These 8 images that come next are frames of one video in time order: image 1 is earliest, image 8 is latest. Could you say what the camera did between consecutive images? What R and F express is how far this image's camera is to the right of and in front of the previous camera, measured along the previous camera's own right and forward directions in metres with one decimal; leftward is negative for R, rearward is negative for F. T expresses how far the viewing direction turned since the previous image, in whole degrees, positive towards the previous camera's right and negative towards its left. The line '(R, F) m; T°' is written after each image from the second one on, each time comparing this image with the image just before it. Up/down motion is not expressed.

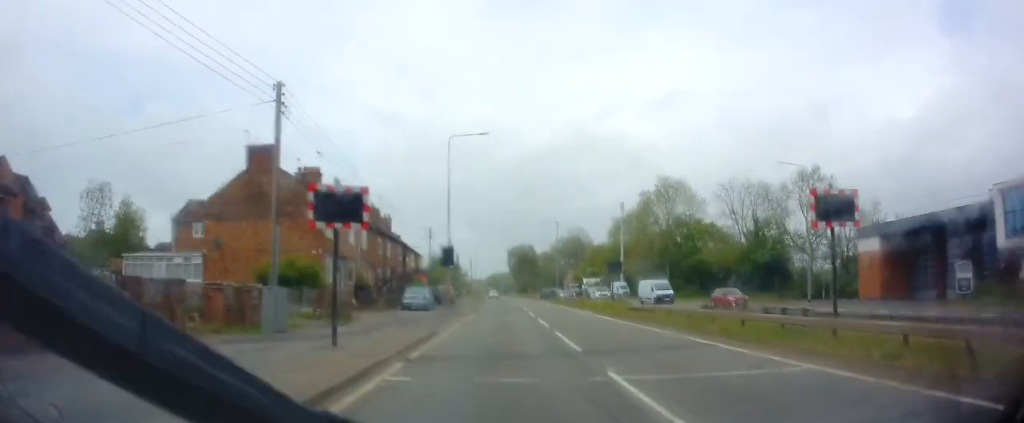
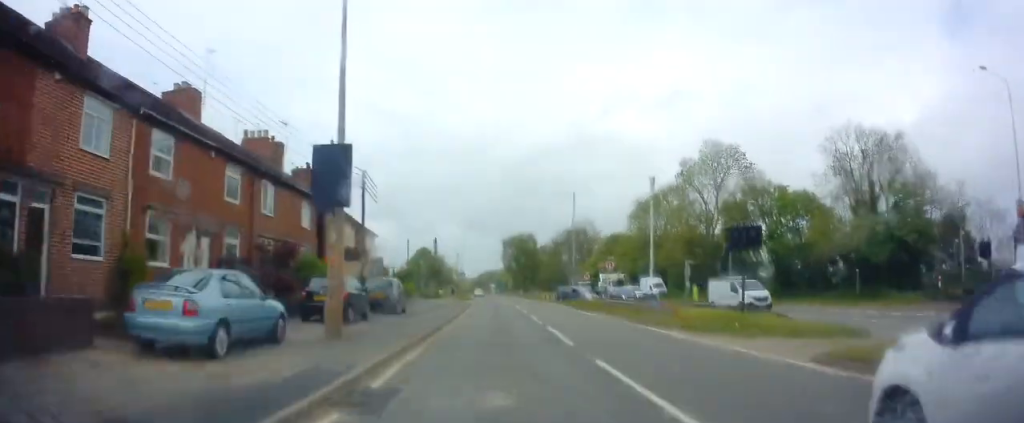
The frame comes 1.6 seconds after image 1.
(-0.4, +25.6) m; 0°
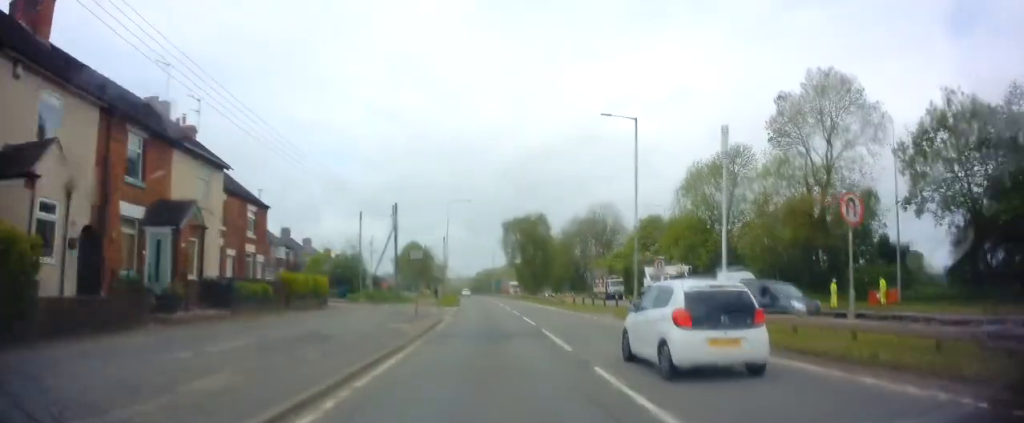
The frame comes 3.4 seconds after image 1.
(+0.3, +28.0) m; 0°
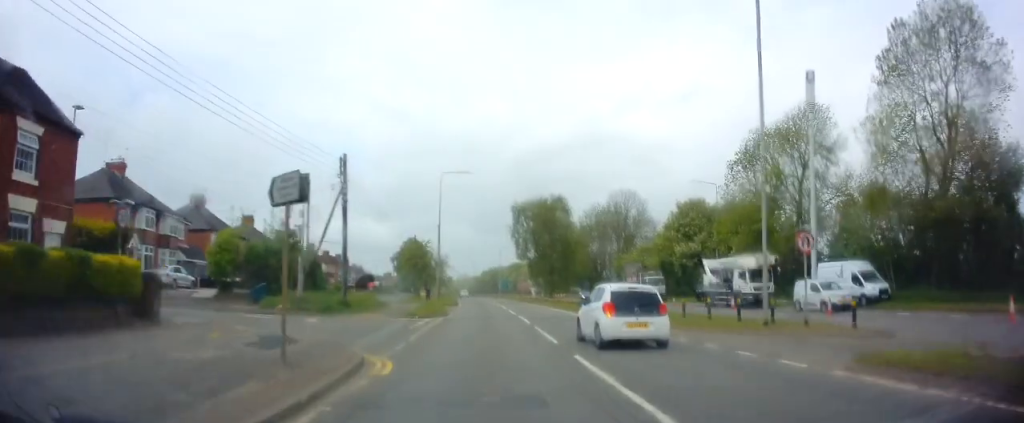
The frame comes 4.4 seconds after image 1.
(-0.1, +16.4) m; -1°
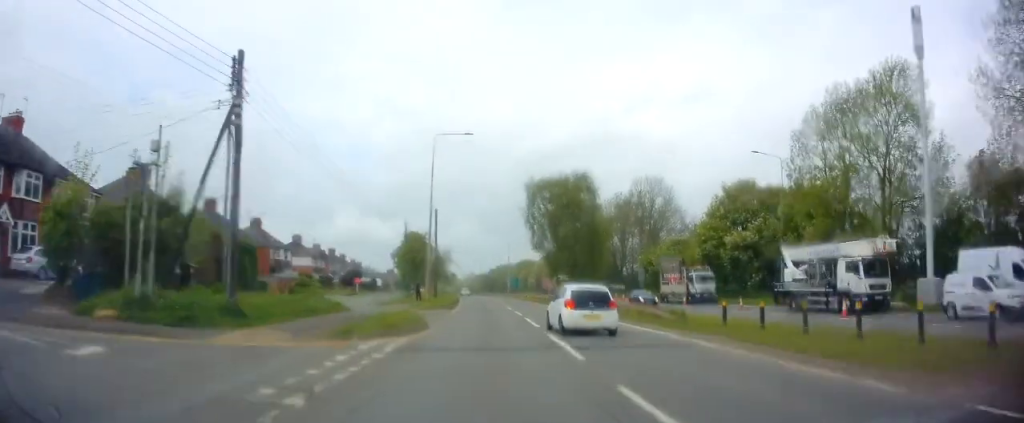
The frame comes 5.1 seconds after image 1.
(-0.1, +12.6) m; -1°
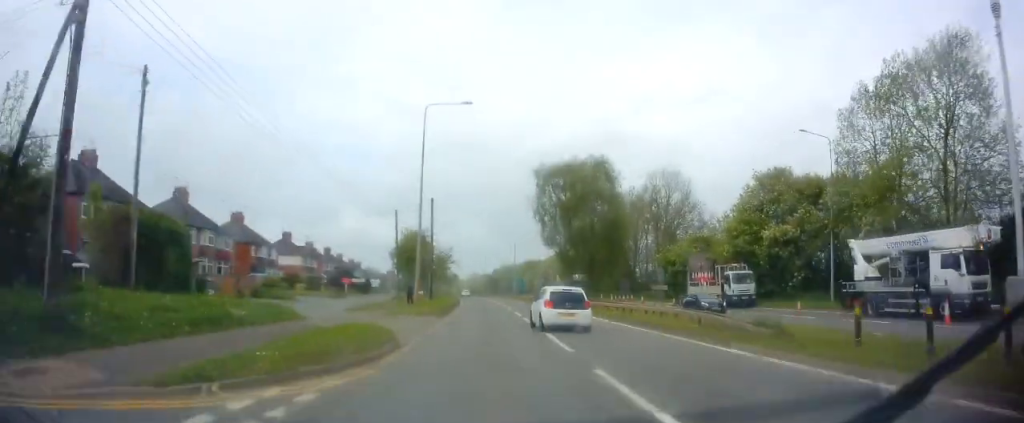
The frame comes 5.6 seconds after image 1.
(+0.1, +7.2) m; 0°
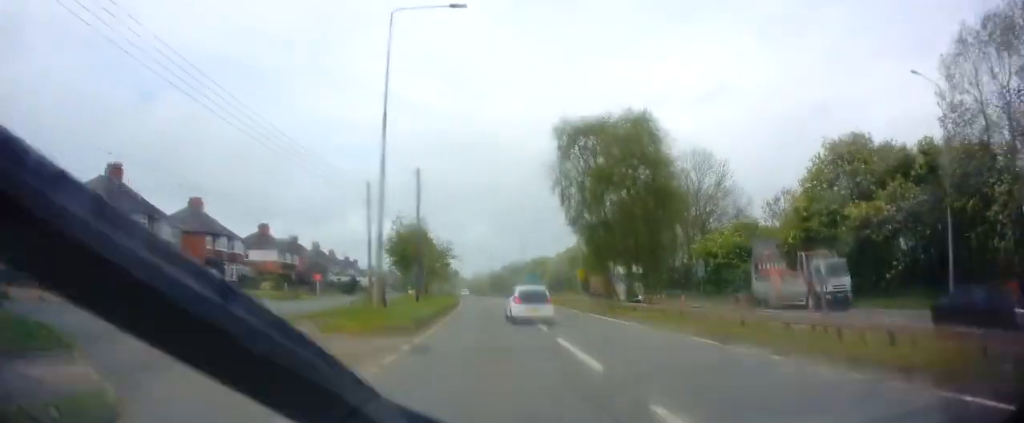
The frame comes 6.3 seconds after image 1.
(0.0, +12.2) m; -1°
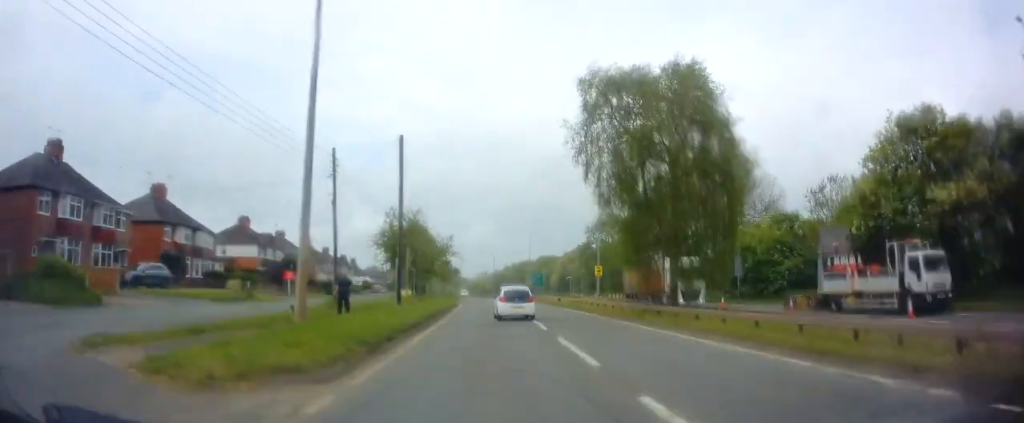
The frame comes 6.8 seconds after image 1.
(0.0, +8.3) m; -1°
